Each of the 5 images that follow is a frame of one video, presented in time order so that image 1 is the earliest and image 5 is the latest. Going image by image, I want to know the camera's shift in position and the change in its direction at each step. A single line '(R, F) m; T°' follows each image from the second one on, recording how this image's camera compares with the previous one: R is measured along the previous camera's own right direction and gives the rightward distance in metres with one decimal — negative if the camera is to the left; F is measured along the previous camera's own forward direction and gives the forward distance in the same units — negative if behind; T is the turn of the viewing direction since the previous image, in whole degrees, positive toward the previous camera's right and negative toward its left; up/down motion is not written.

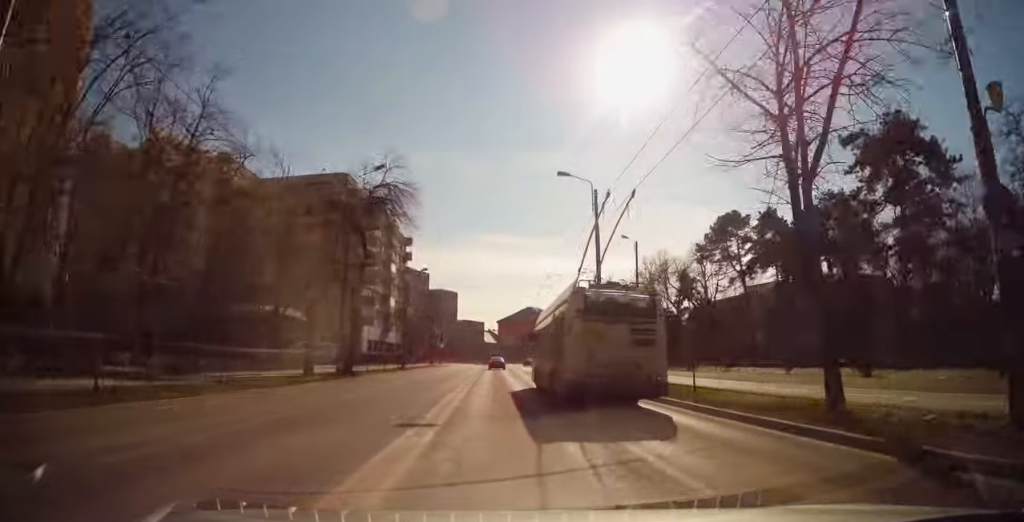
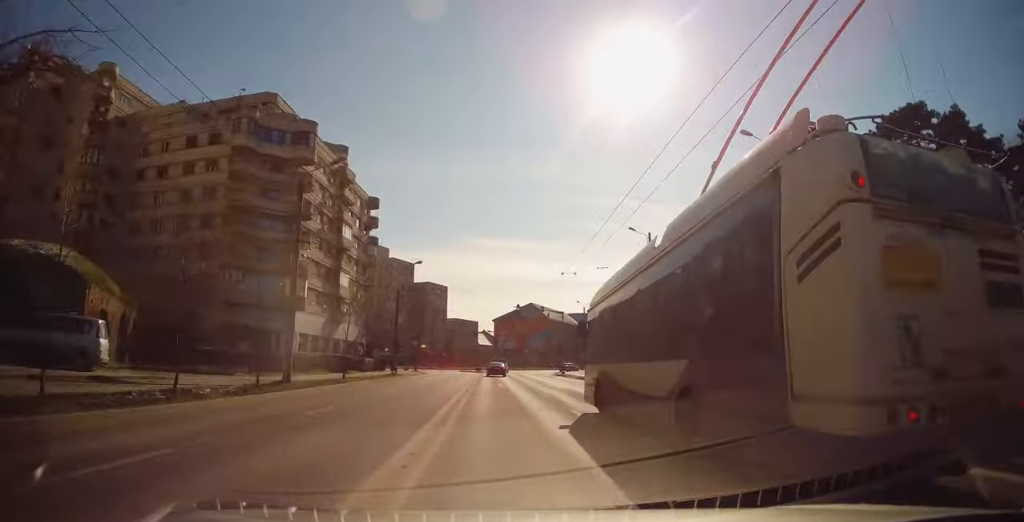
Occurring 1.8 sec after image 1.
(+0.1, +29.1) m; 0°
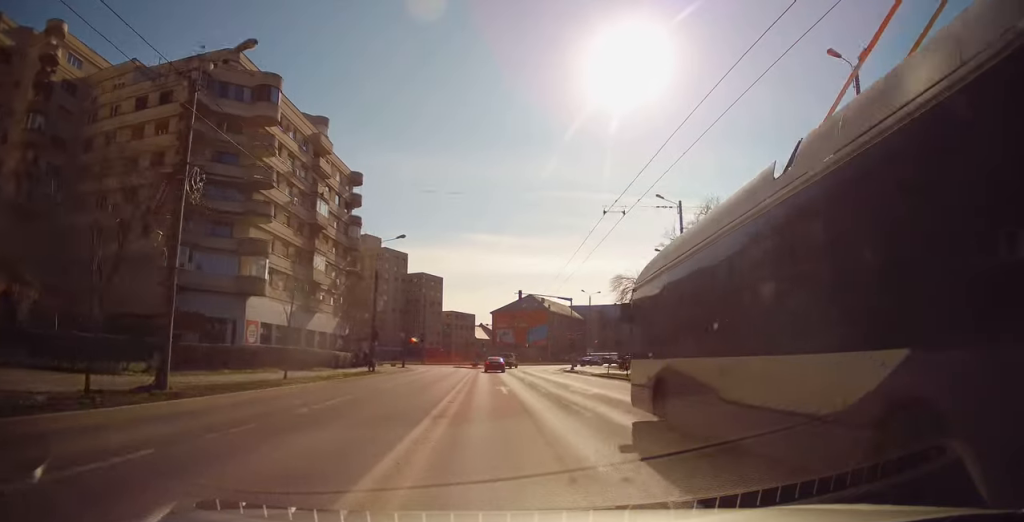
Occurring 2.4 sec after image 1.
(0.0, +9.0) m; +1°
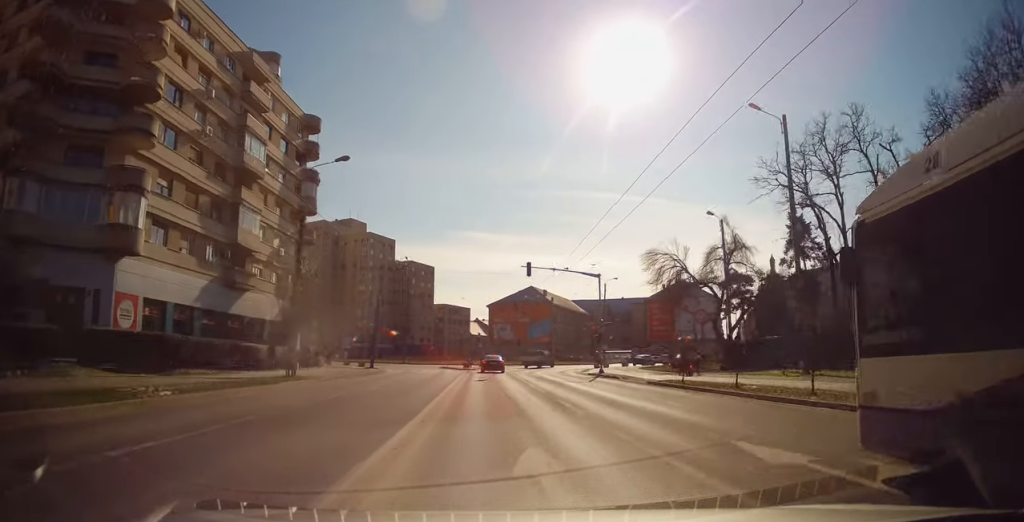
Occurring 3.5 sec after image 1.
(+0.4, +16.8) m; +1°
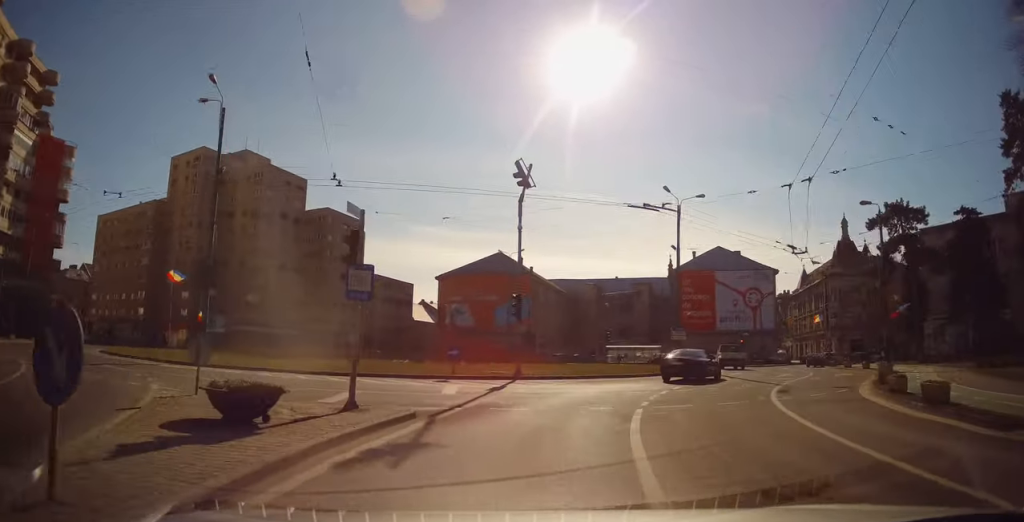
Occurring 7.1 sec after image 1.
(+0.4, +47.5) m; +6°
